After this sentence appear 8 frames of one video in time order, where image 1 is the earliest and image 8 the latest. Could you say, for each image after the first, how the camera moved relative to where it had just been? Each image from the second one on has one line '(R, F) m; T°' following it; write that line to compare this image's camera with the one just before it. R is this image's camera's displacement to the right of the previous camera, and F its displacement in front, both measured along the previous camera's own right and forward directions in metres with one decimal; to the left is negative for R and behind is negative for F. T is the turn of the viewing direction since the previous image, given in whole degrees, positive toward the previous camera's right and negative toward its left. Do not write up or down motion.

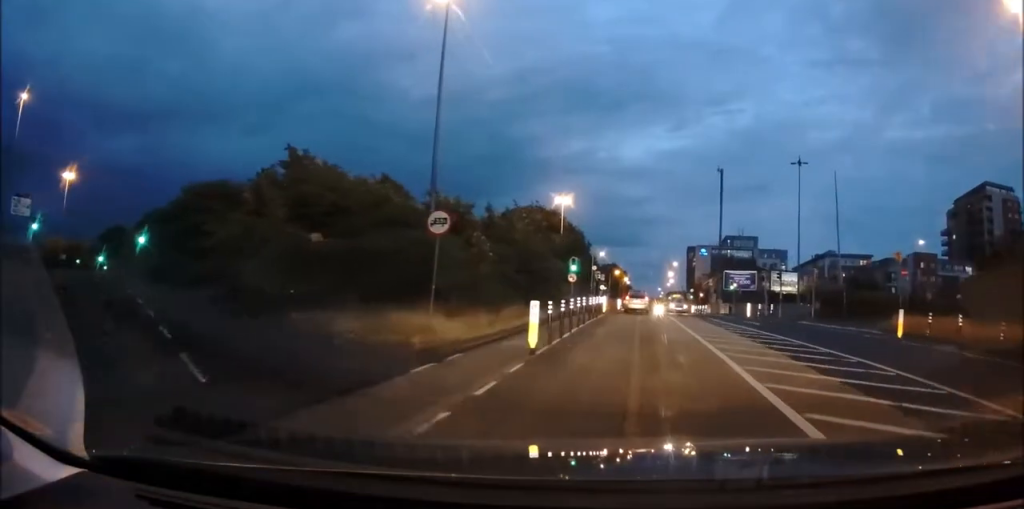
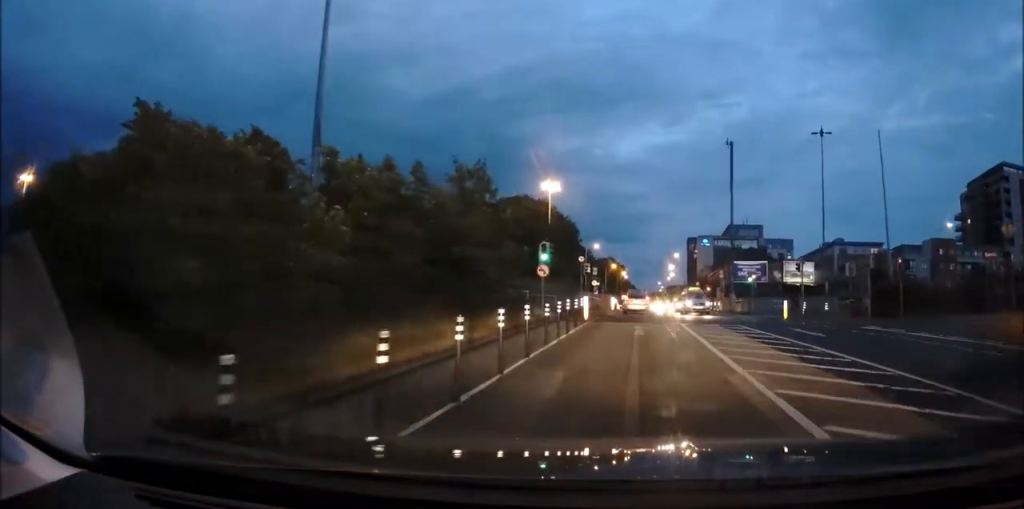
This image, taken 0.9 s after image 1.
(-0.1, +10.6) m; 0°
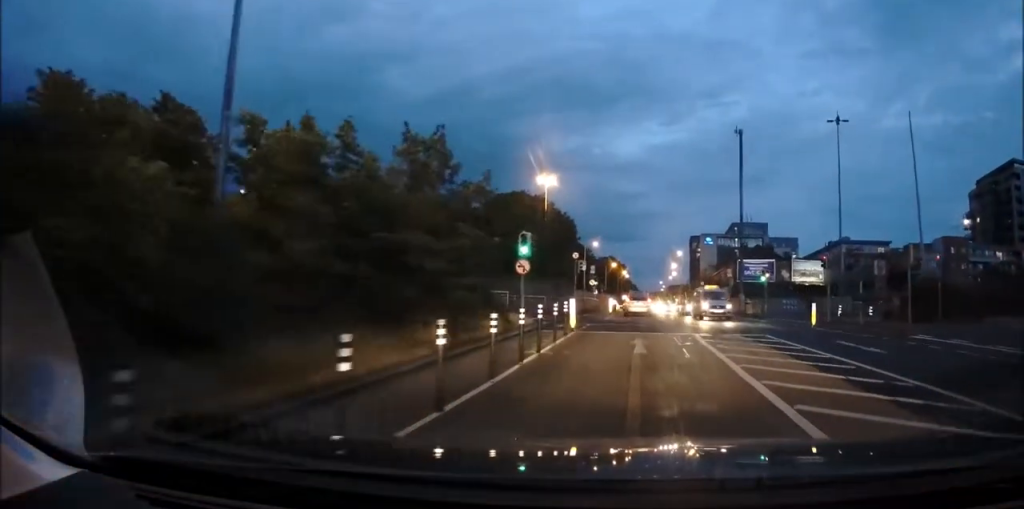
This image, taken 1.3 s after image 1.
(-0.1, +4.9) m; +1°
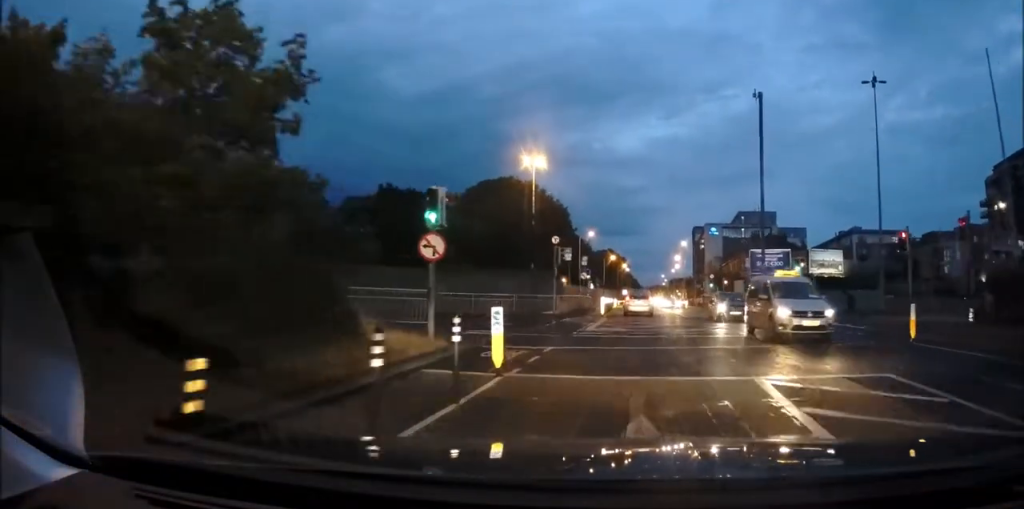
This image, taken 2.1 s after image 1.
(+0.3, +9.6) m; 0°
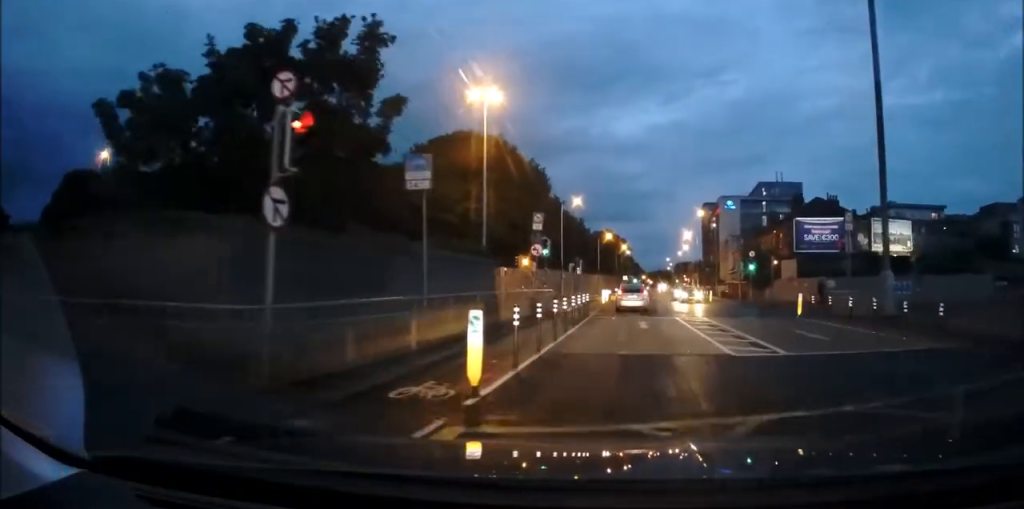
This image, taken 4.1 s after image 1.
(-0.5, +23.4) m; -2°
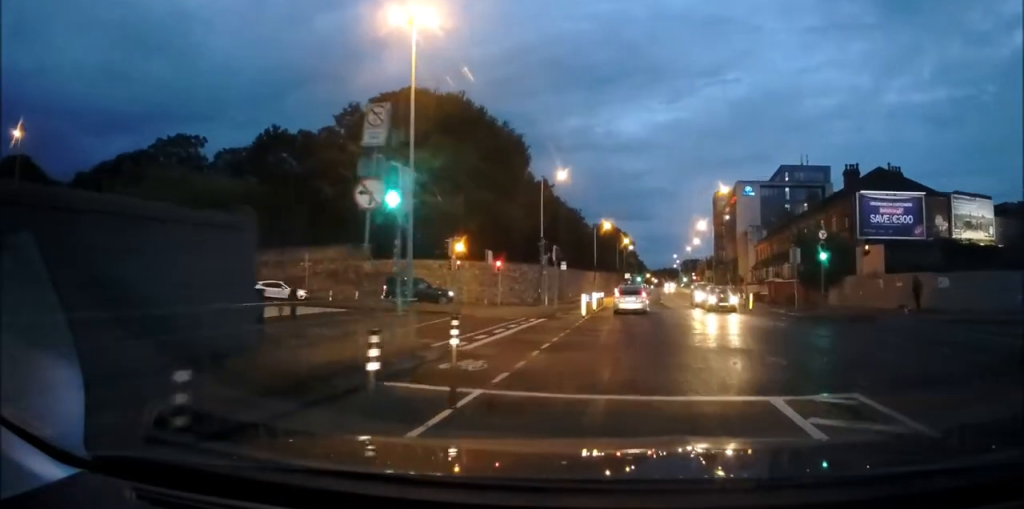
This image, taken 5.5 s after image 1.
(0.0, +17.1) m; 0°
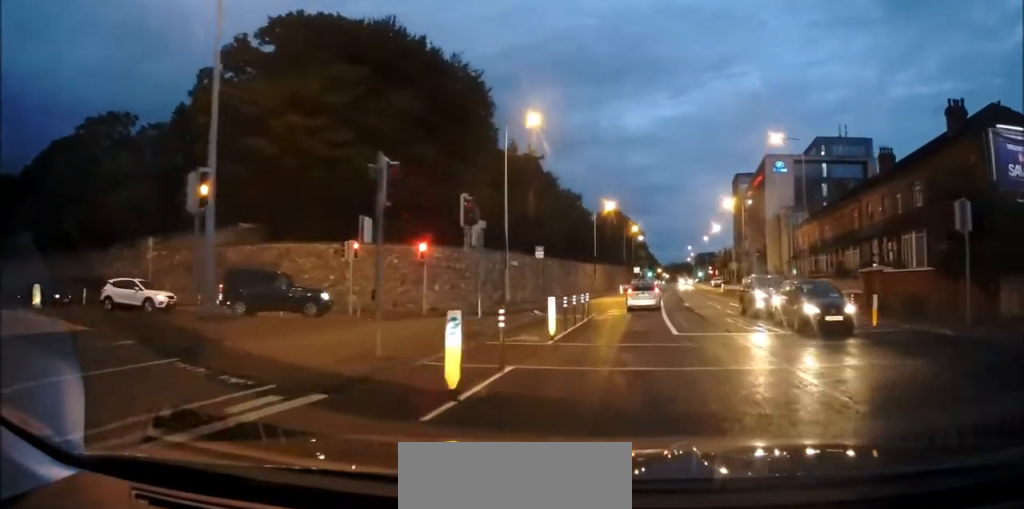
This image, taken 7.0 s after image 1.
(0.0, +17.9) m; 0°
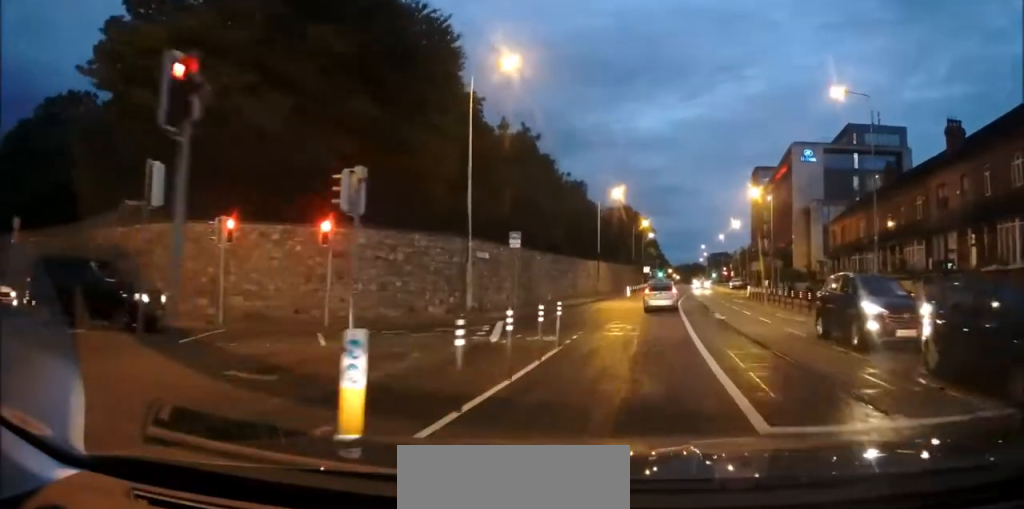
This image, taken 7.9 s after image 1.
(0.0, +10.2) m; 0°
